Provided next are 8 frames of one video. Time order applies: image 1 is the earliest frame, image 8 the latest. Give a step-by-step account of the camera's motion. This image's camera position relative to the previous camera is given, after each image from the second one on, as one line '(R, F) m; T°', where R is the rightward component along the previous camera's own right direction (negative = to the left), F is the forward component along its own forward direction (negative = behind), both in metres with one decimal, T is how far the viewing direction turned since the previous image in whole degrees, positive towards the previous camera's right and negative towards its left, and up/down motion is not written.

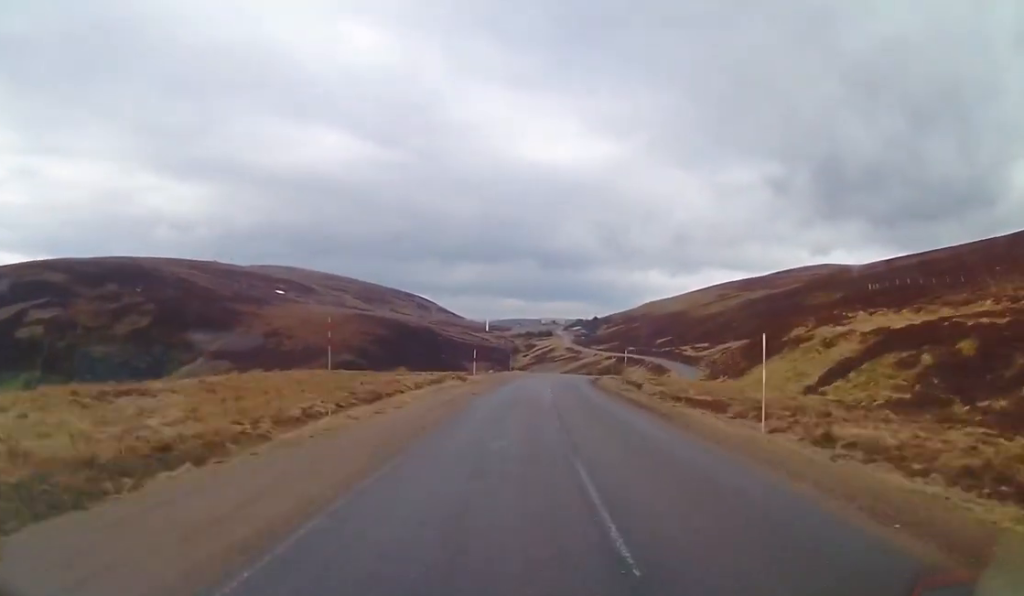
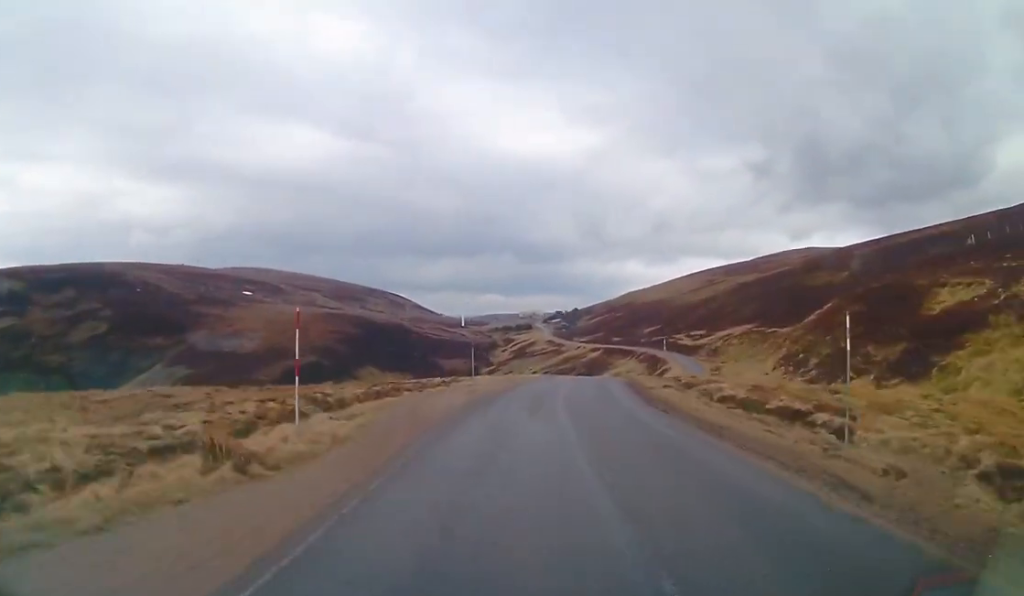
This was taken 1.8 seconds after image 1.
(-0.6, +31.9) m; +4°
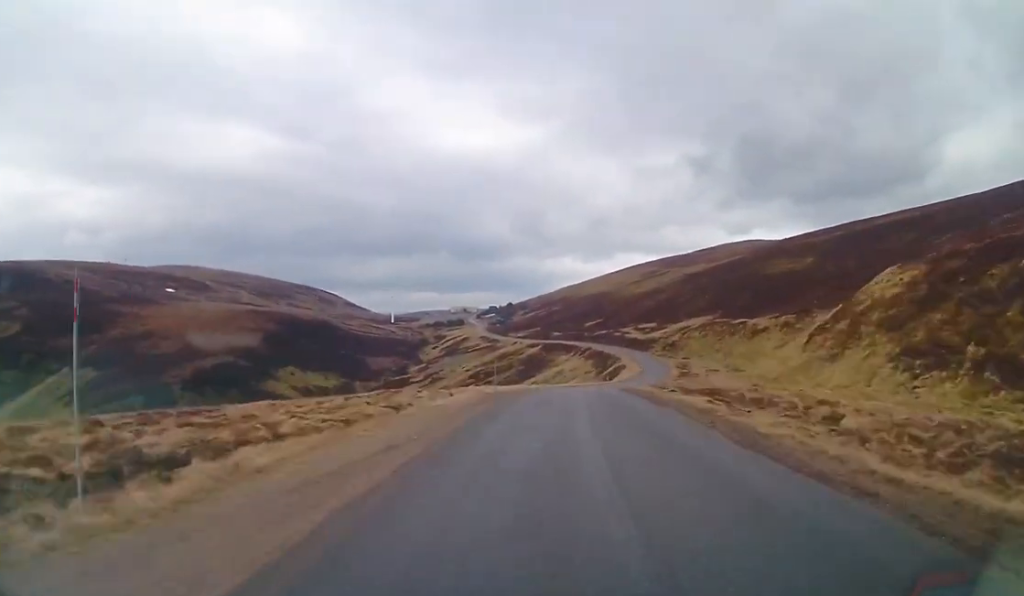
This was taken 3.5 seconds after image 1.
(+2.7, +32.0) m; +5°
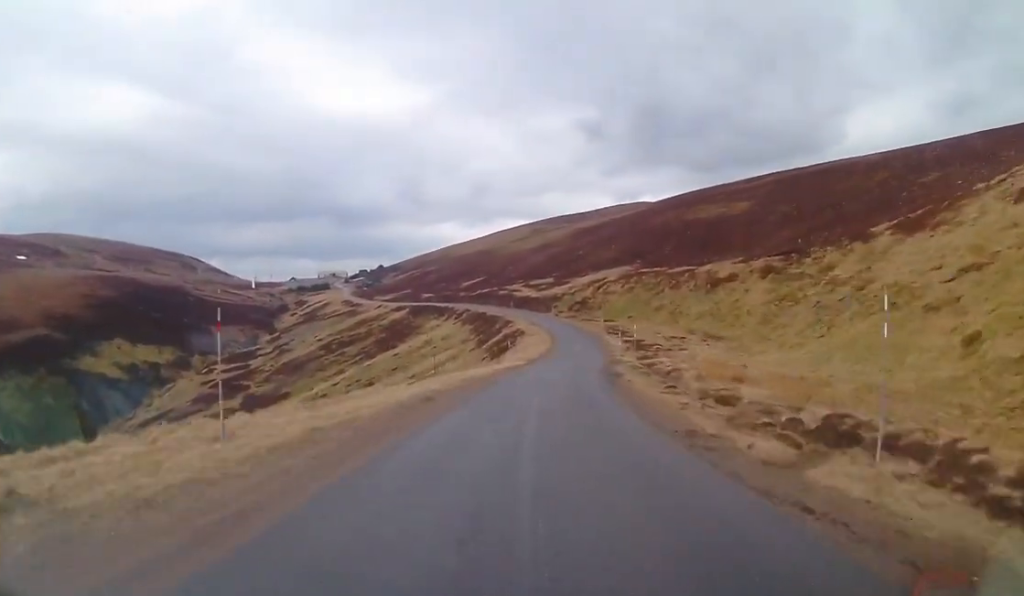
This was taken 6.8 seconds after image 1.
(+5.5, +62.1) m; +8°
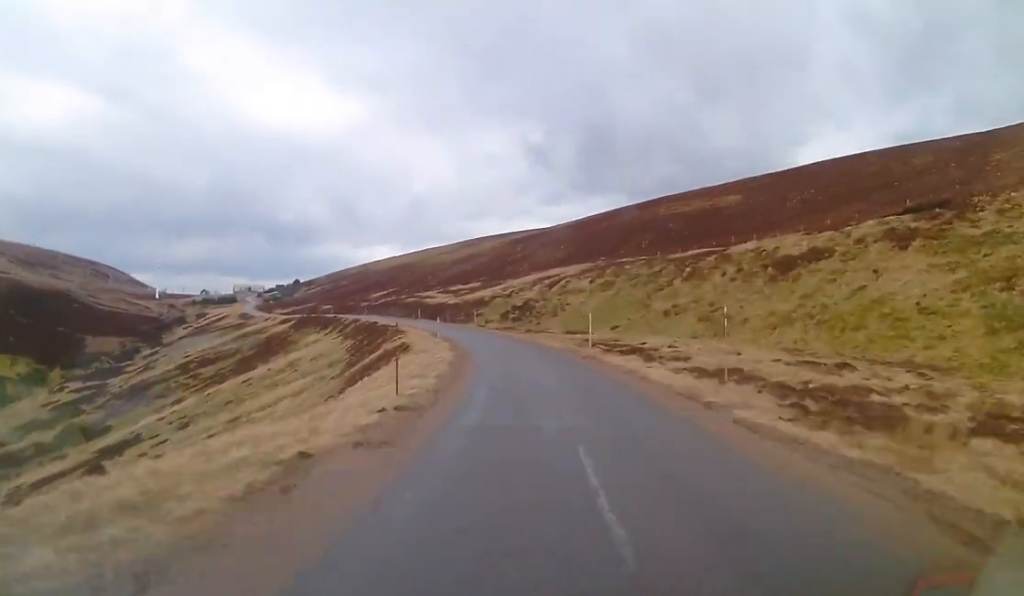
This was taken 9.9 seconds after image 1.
(+2.2, +59.5) m; -1°
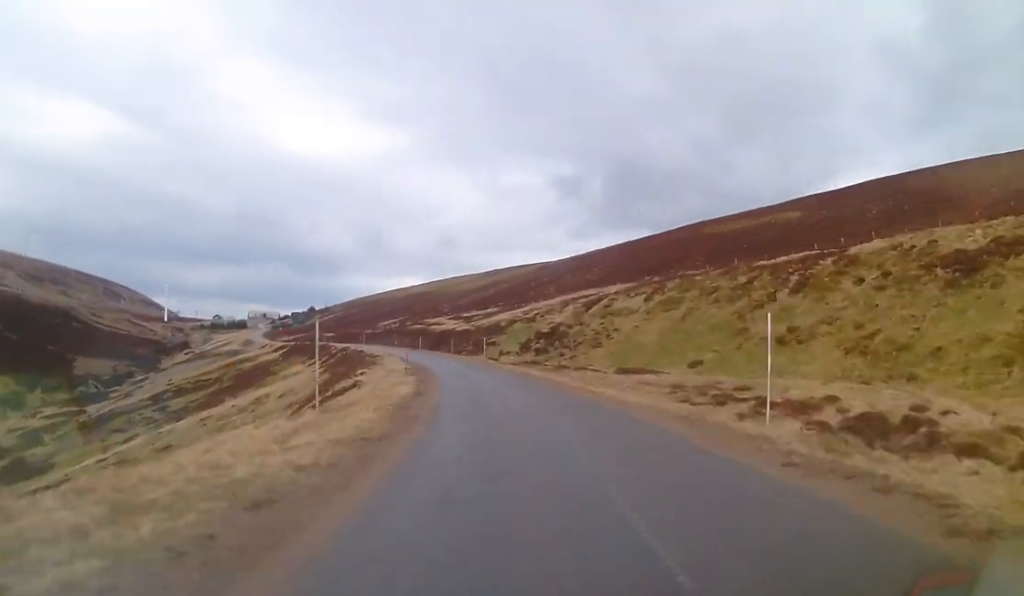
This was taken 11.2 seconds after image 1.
(+0.6, +25.7) m; -2°
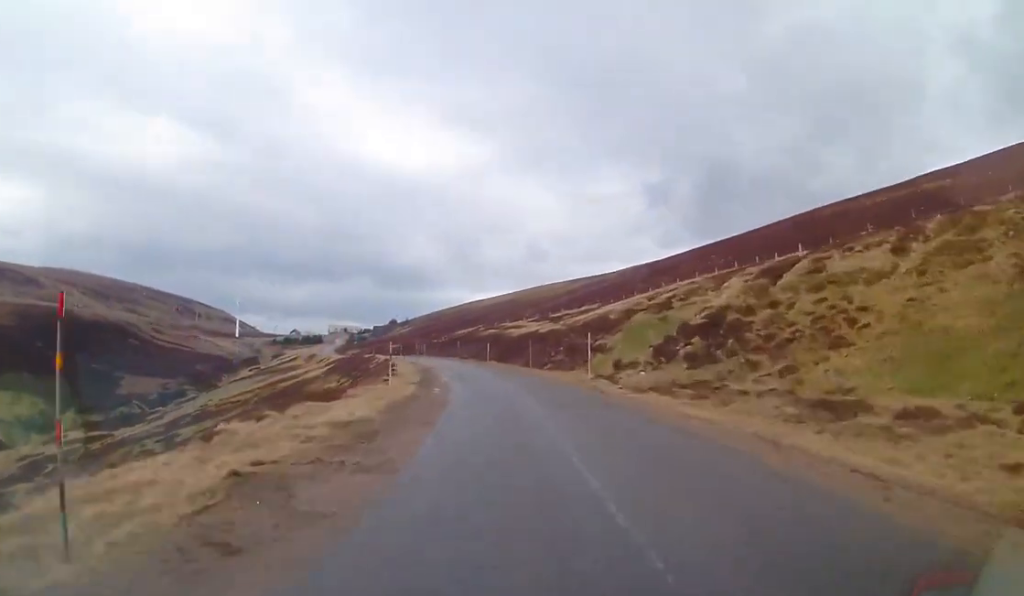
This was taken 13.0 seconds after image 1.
(-2.2, +33.7) m; -6°
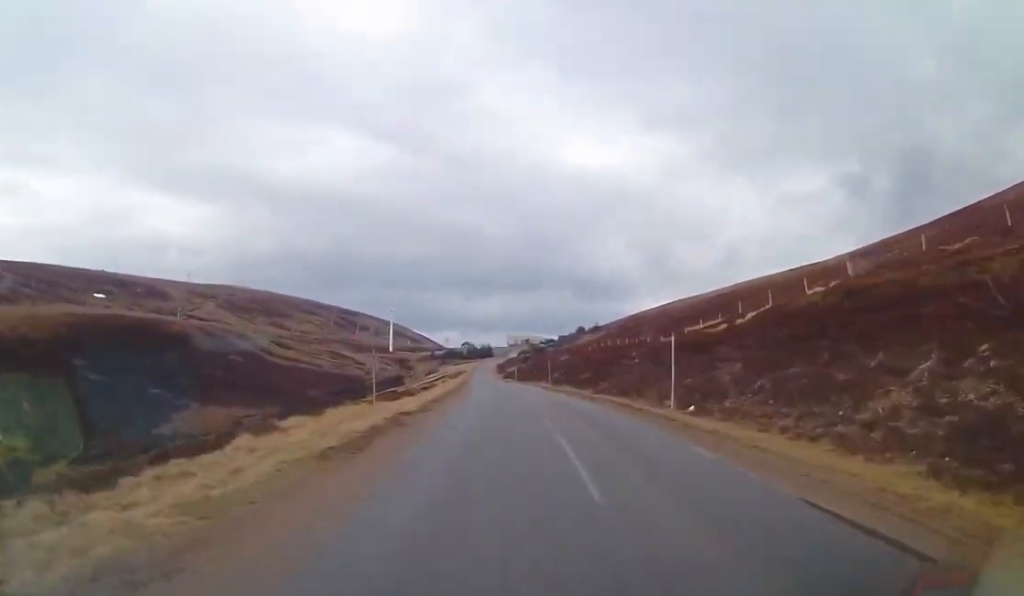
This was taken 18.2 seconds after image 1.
(-14.4, +98.5) m; -14°
